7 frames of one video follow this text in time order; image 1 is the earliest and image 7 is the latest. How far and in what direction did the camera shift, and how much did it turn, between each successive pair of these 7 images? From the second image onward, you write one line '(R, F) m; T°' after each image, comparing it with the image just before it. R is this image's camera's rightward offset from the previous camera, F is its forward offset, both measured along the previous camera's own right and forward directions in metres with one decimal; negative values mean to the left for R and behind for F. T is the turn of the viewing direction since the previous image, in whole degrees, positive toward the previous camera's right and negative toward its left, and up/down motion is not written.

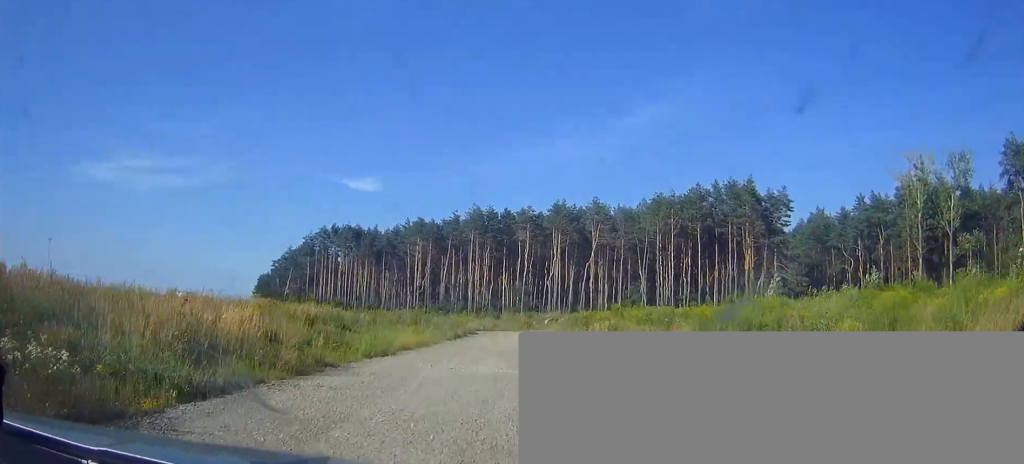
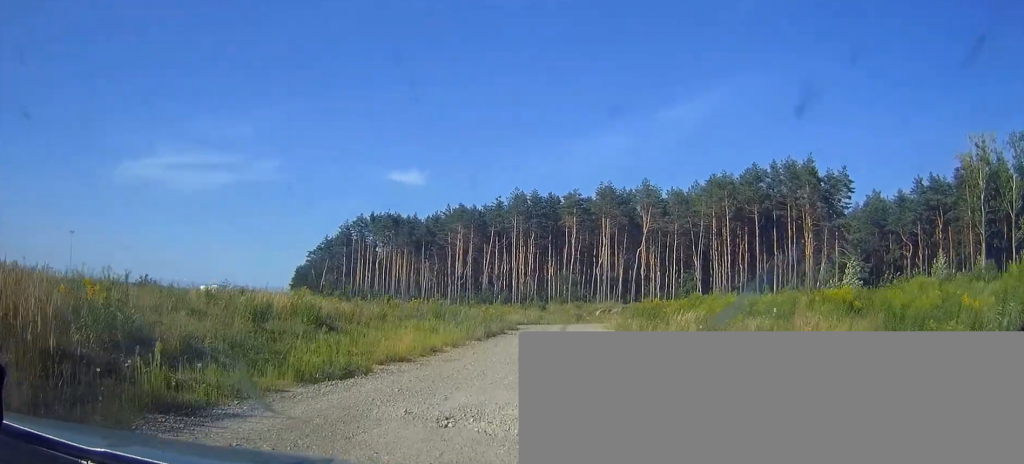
(-0.3, +7.7) m; -5°
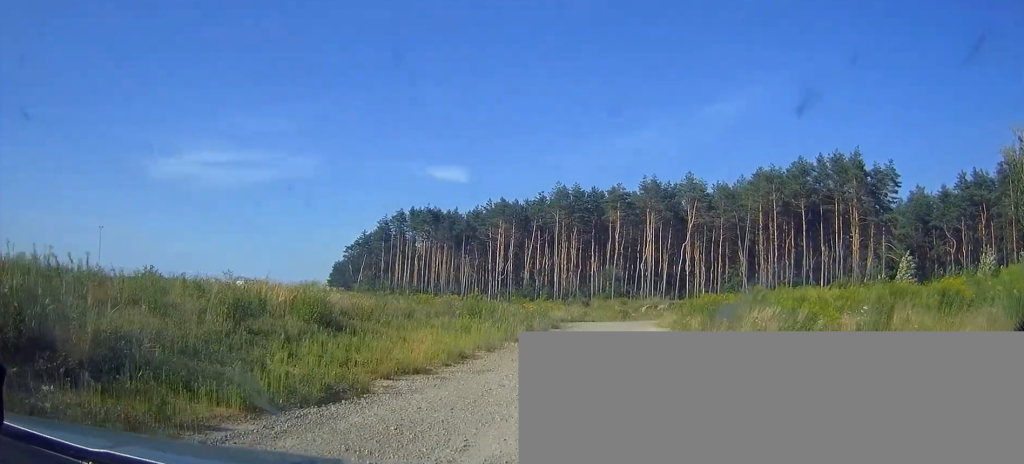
(-0.1, +3.8) m; -1°
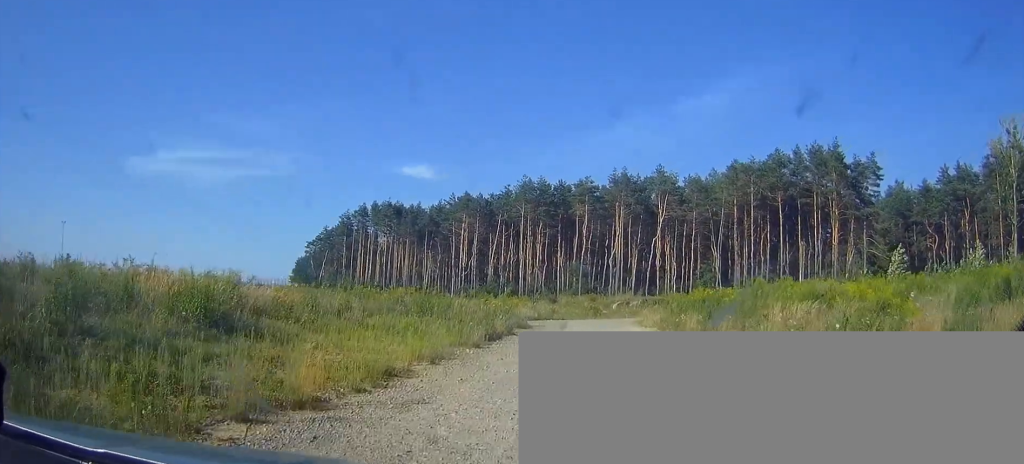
(0.0, +5.2) m; +2°
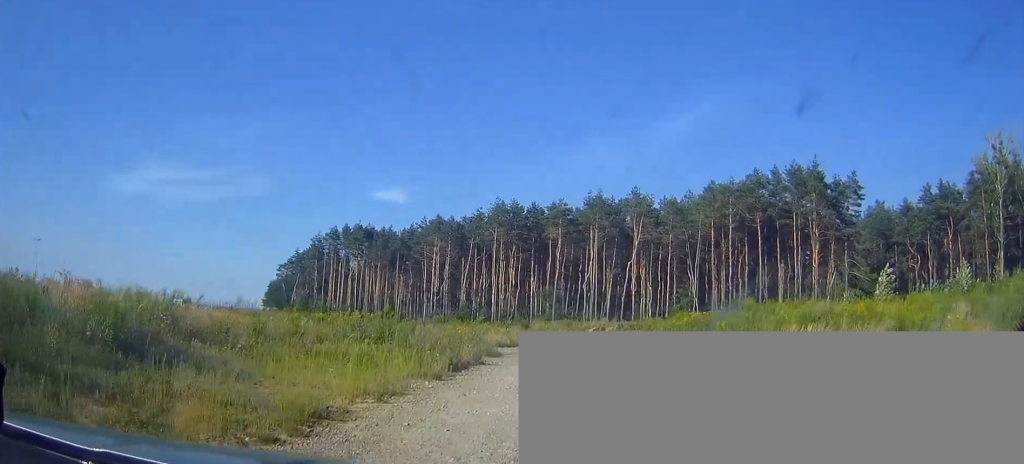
(0.0, +2.1) m; +2°
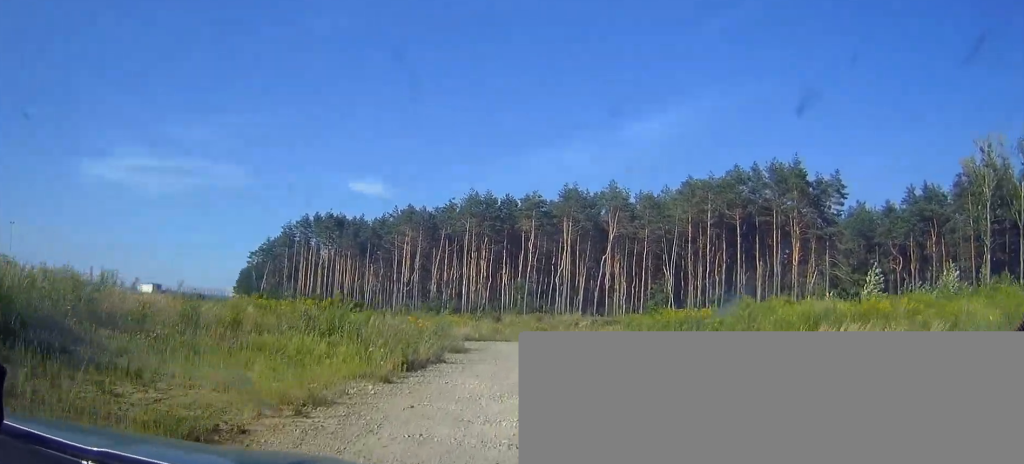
(+0.1, +2.6) m; +2°
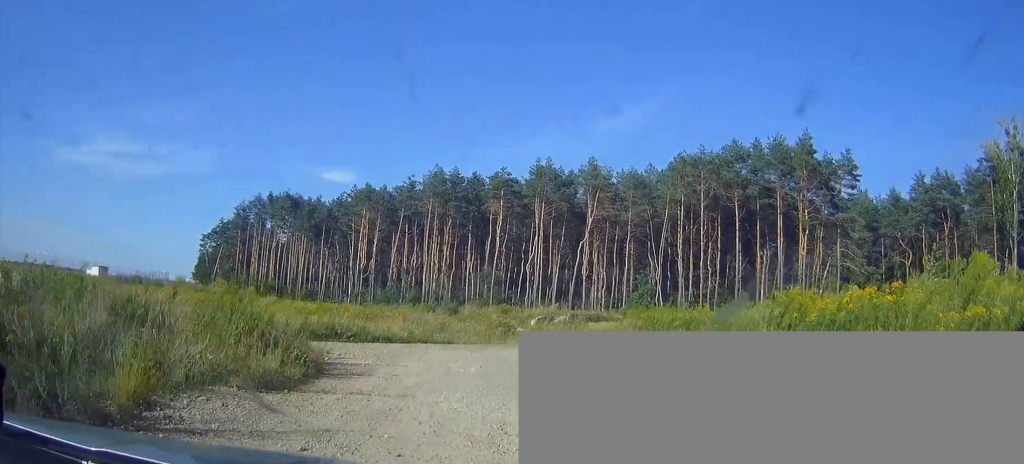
(+0.6, +12.8) m; +1°
